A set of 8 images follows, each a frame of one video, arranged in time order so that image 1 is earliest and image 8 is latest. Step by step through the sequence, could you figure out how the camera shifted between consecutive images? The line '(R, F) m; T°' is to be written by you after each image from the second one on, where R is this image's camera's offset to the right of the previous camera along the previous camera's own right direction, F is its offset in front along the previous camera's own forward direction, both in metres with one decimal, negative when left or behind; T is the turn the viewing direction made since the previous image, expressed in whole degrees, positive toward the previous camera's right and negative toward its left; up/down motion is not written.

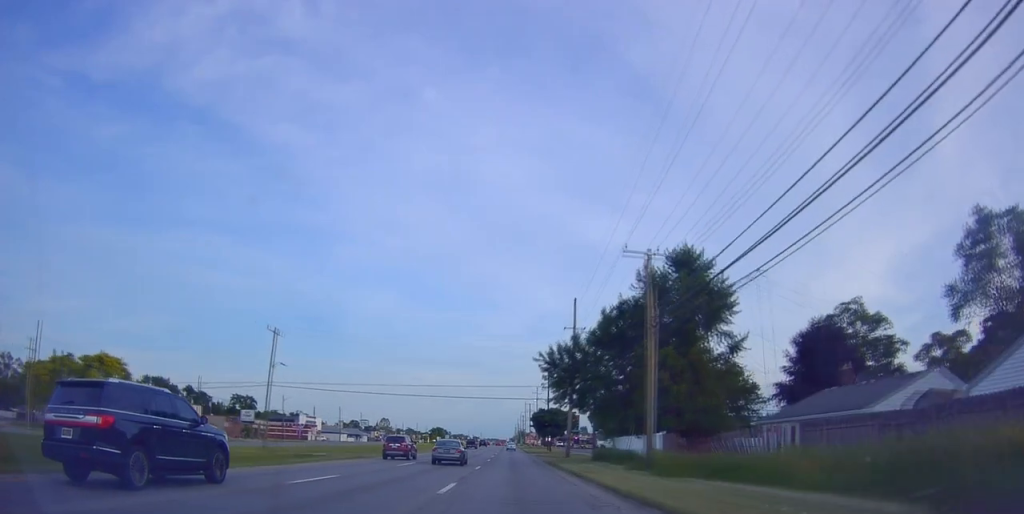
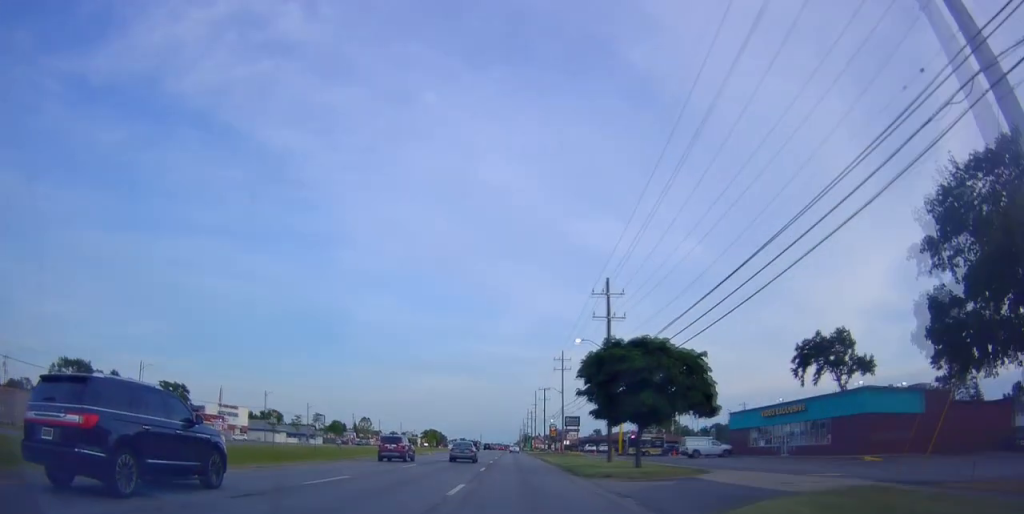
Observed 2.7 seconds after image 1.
(-0.9, +60.8) m; -2°
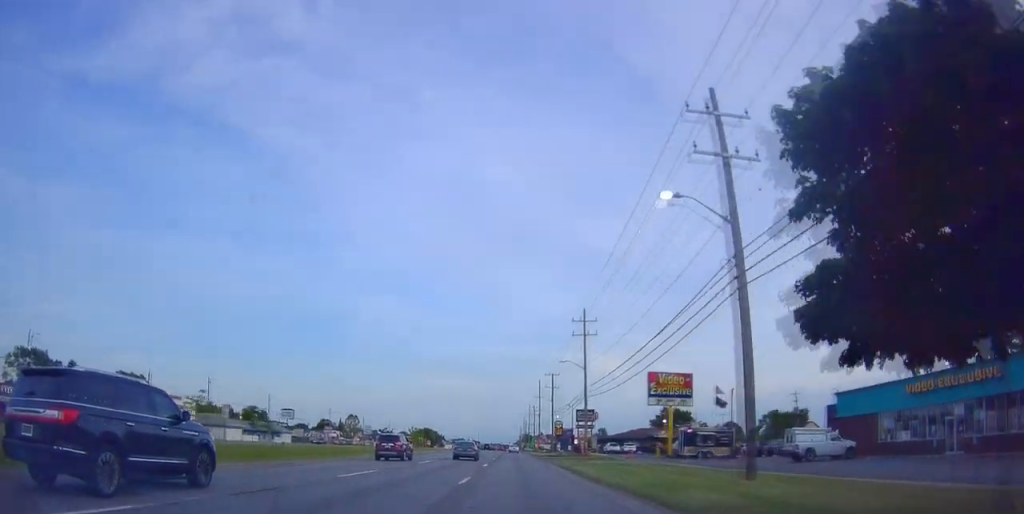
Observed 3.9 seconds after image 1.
(-0.4, +25.7) m; 0°
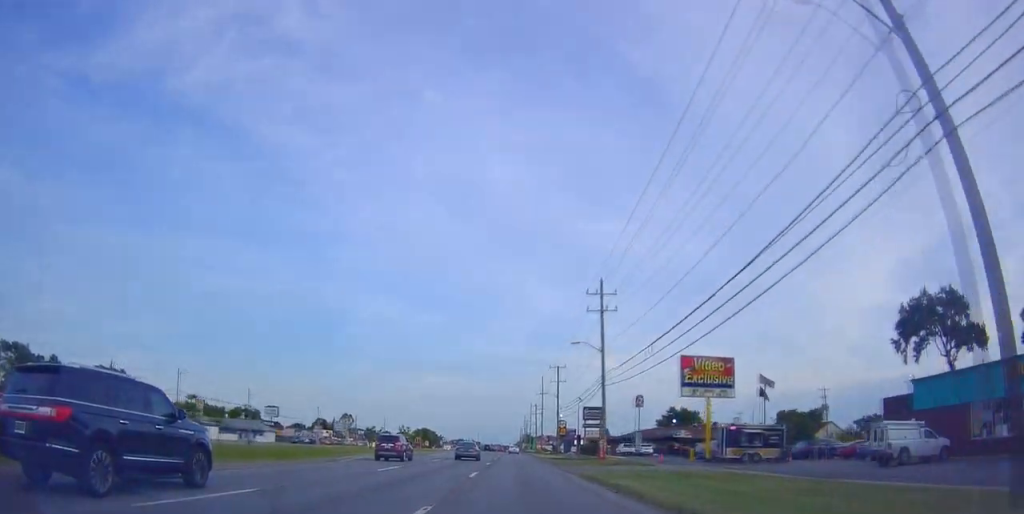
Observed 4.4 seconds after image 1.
(+0.1, +10.9) m; +1°
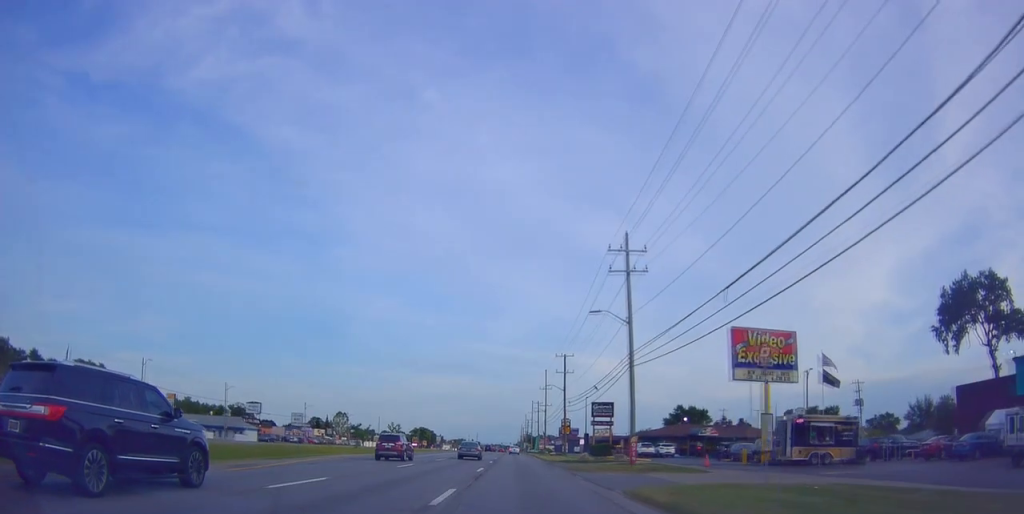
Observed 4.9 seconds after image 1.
(+0.4, +10.8) m; +1°
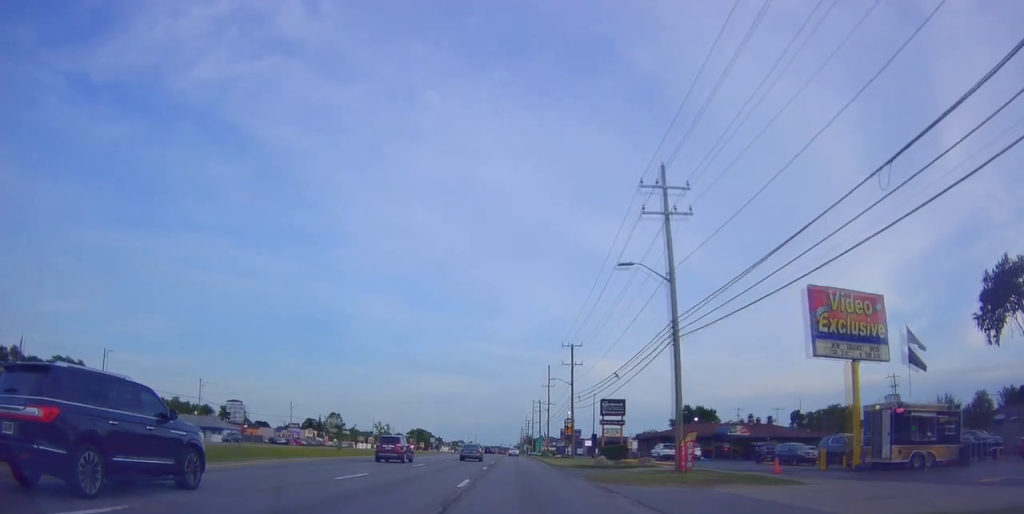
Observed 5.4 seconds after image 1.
(+0.1, +10.1) m; 0°
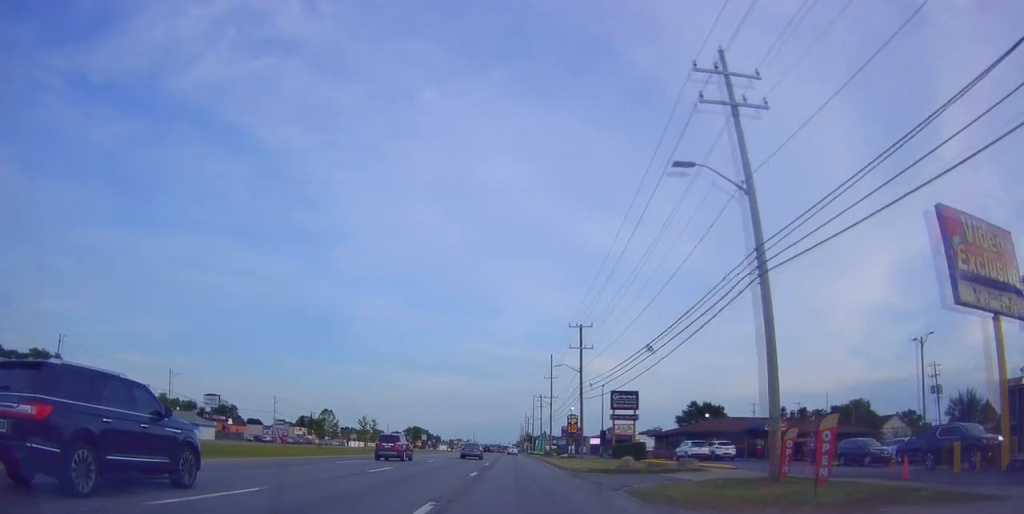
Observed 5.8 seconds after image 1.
(-0.1, +10.0) m; -1°
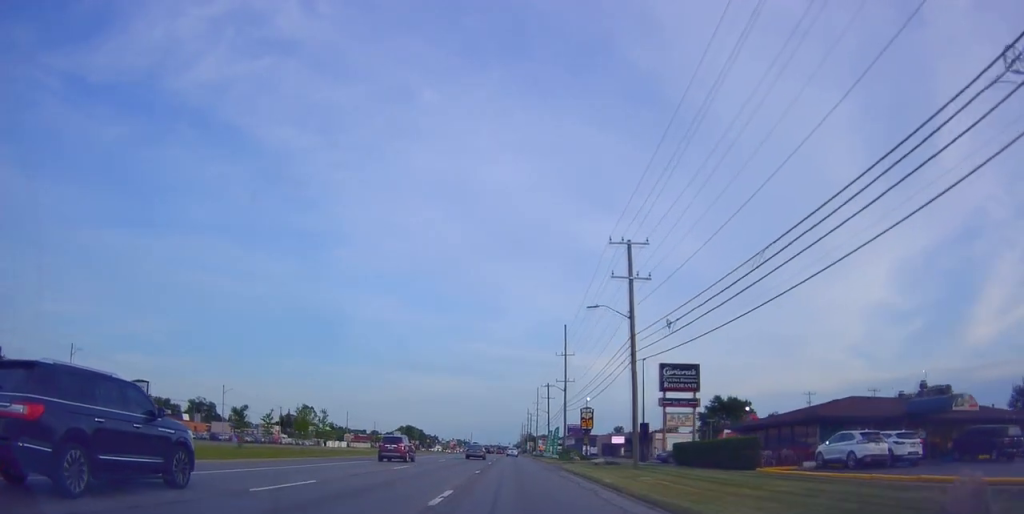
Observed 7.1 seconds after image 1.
(-0.6, +26.0) m; 0°
